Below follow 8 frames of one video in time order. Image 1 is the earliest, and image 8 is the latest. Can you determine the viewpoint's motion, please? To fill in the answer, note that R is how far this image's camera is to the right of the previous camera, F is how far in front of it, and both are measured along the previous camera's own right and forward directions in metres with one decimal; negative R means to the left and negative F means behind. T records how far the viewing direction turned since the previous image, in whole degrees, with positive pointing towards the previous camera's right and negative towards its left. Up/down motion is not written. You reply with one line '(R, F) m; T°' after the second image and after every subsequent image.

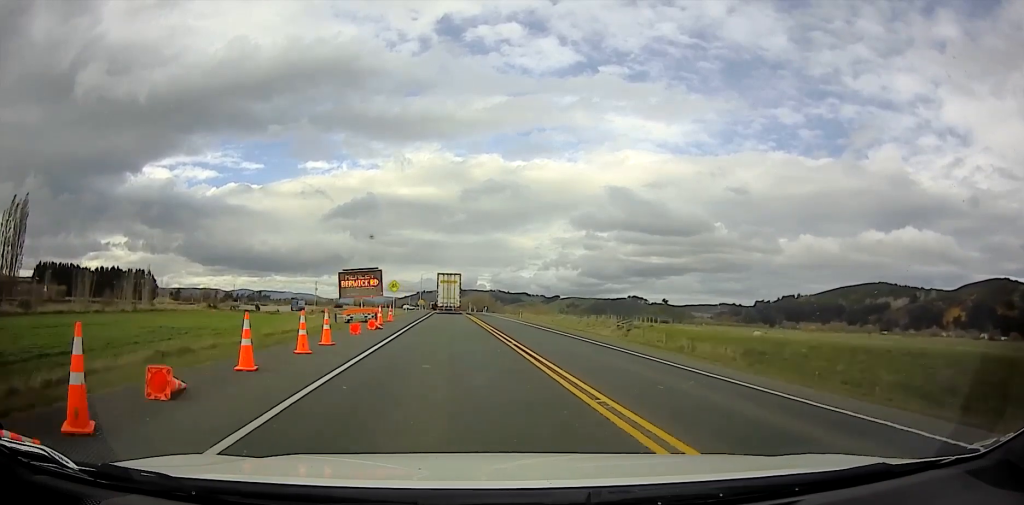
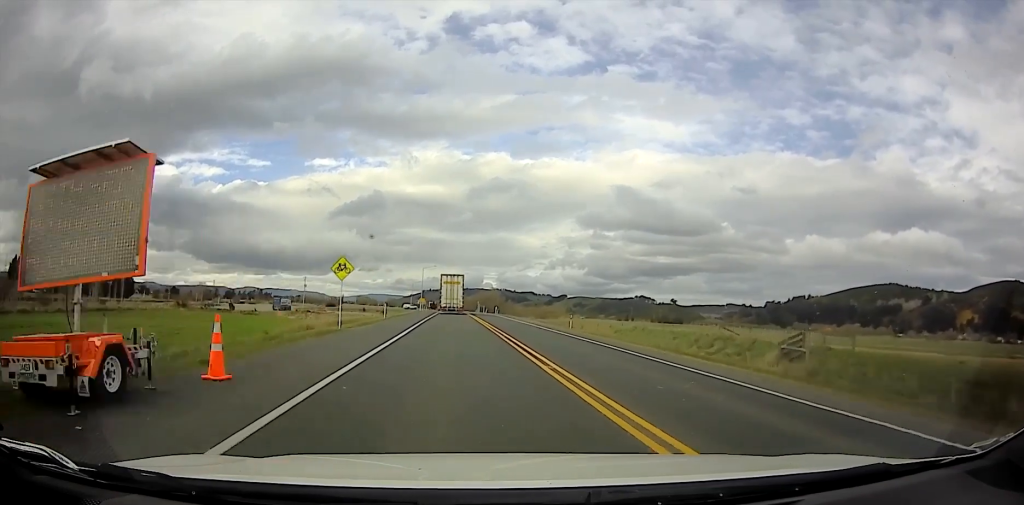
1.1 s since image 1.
(0.0, +19.0) m; +1°
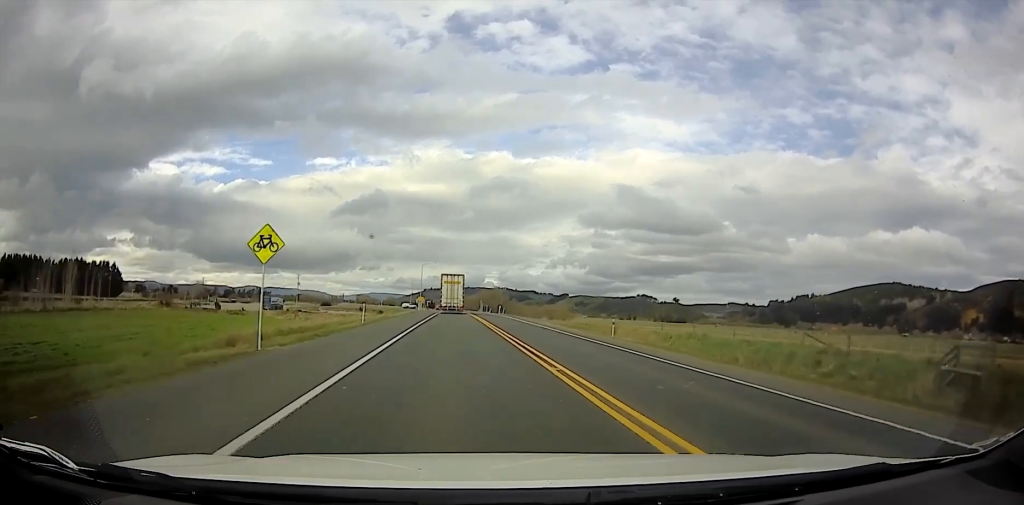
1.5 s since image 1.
(-0.1, +7.7) m; +1°
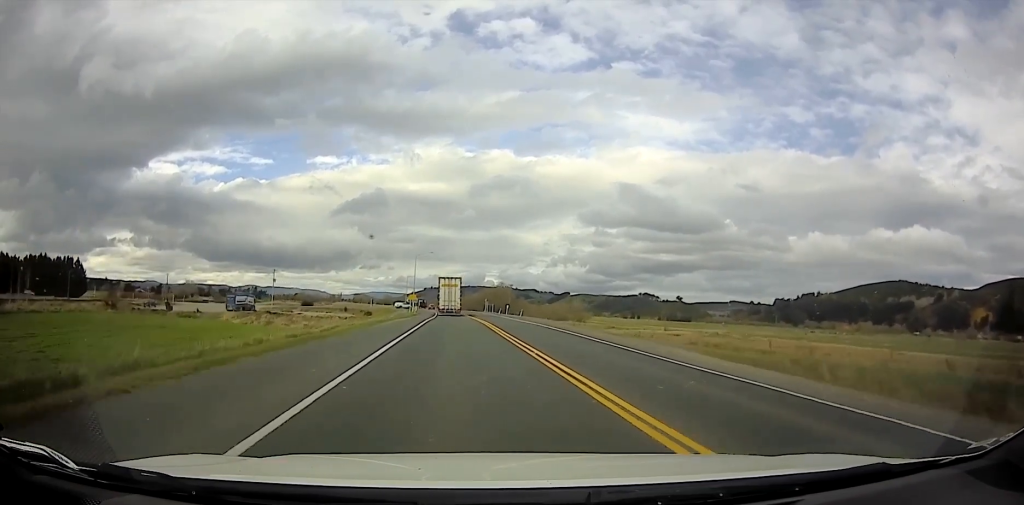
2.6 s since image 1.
(+0.5, +20.1) m; 0°
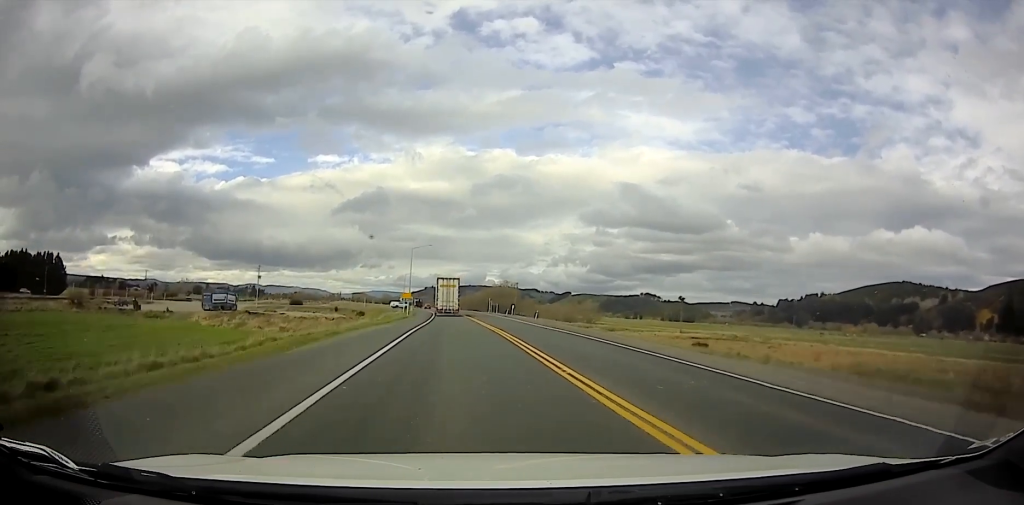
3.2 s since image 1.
(-0.2, +10.7) m; -1°
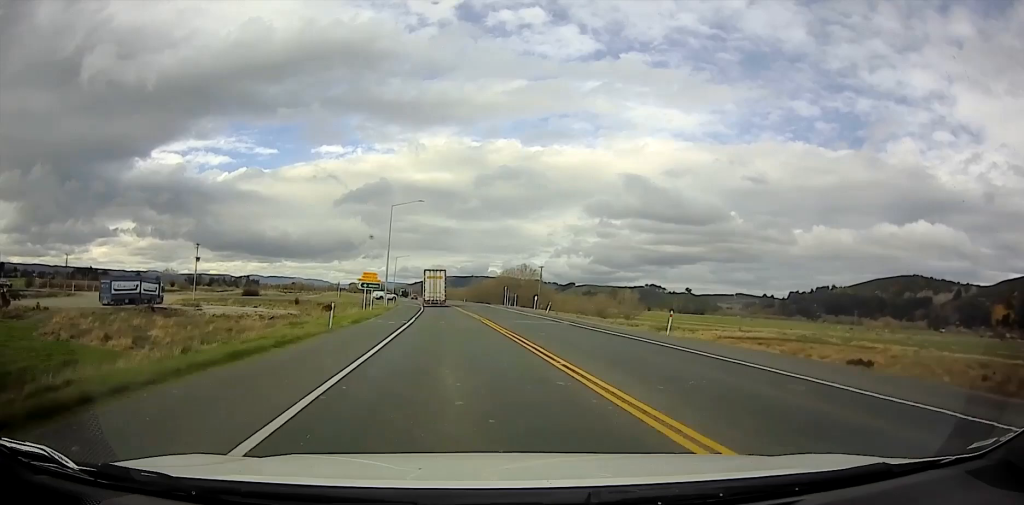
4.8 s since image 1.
(-0.1, +36.7) m; 0°
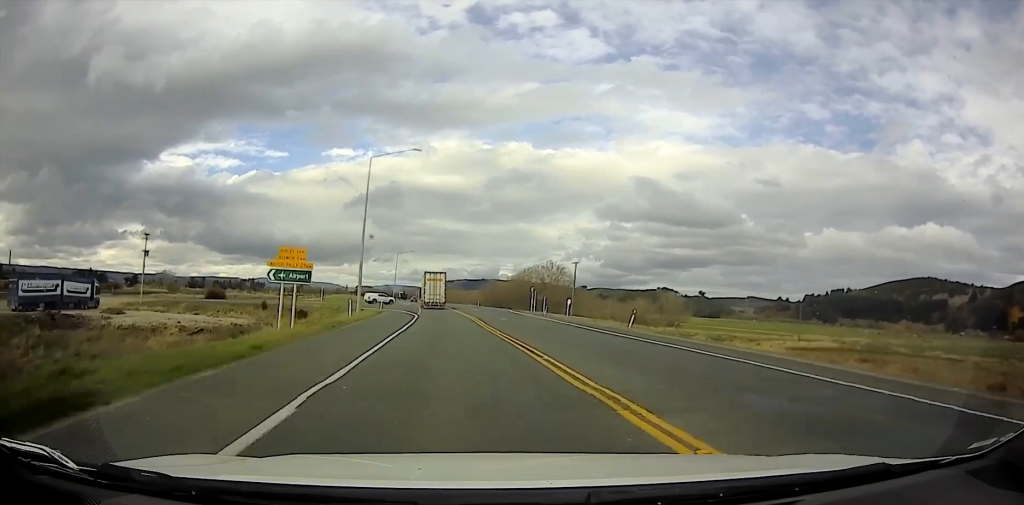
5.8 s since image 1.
(+0.2, +28.1) m; 0°
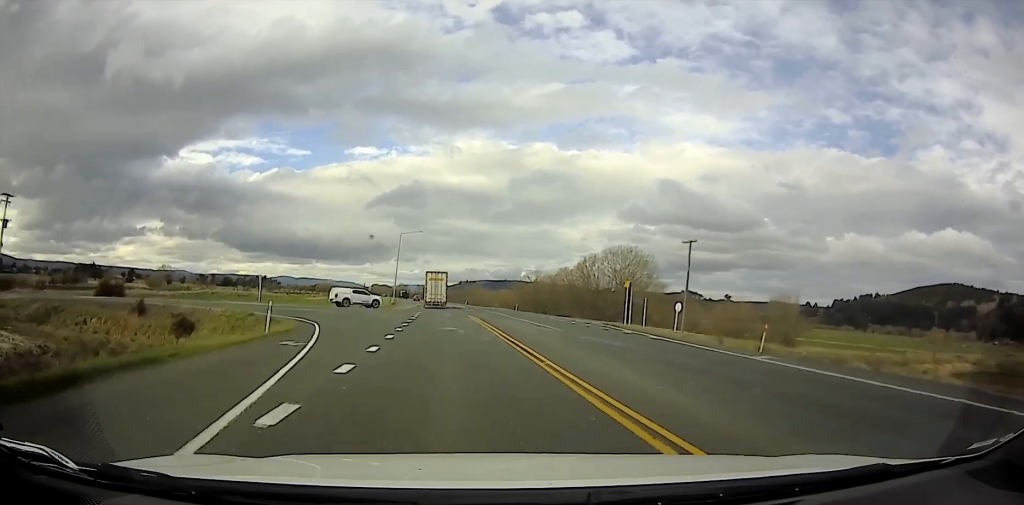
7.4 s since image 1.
(-0.4, +48.5) m; -1°
